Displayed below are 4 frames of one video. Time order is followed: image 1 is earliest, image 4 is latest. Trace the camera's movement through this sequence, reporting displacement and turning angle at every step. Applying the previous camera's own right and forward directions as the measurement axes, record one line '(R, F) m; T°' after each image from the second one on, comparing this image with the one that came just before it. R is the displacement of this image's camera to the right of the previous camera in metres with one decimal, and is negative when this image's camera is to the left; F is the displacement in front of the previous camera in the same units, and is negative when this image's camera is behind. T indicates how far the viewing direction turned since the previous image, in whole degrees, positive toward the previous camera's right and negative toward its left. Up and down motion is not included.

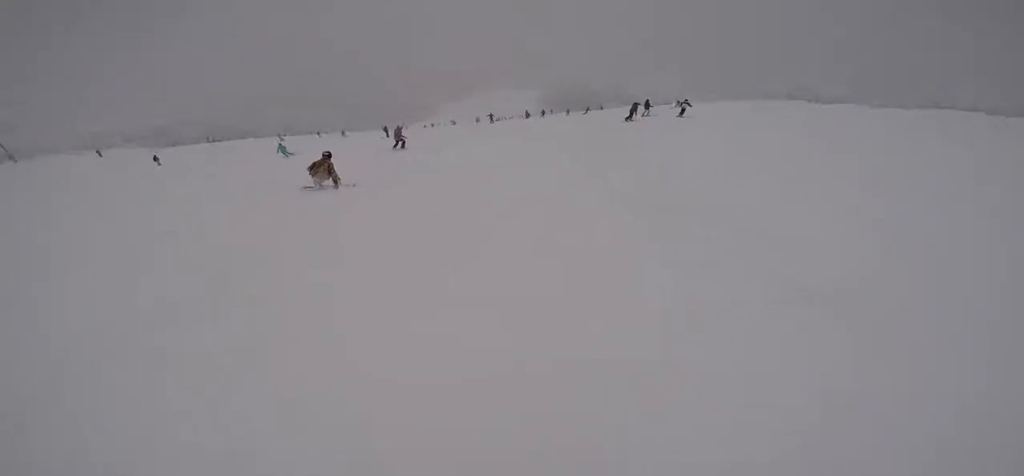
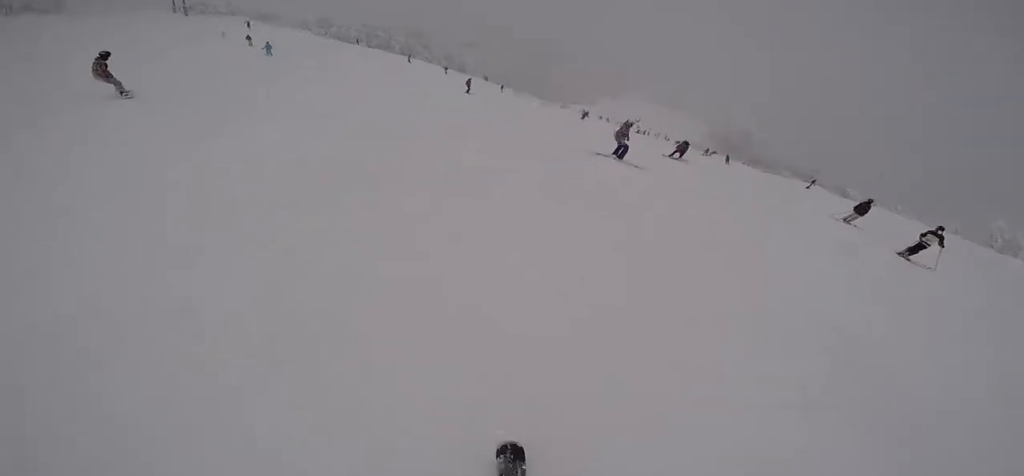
(+5.7, +10.9) m; -15°
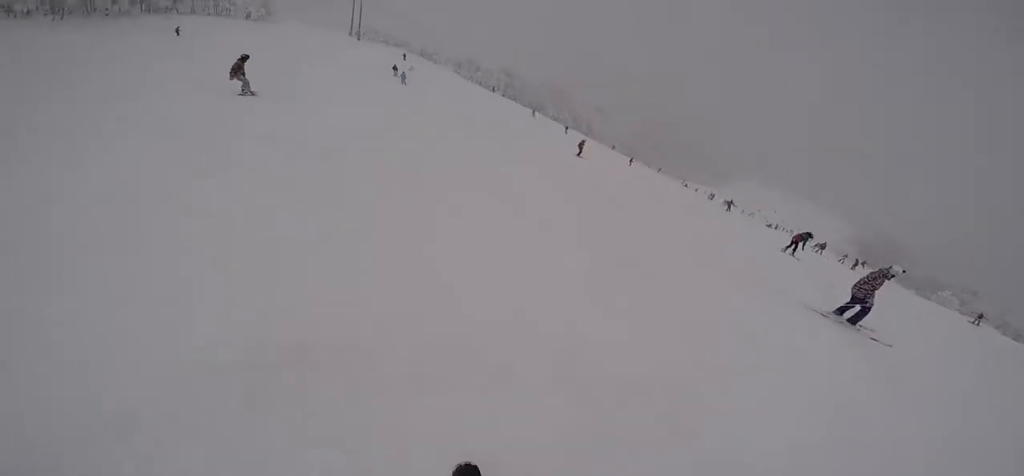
(-1.0, +3.3) m; -23°
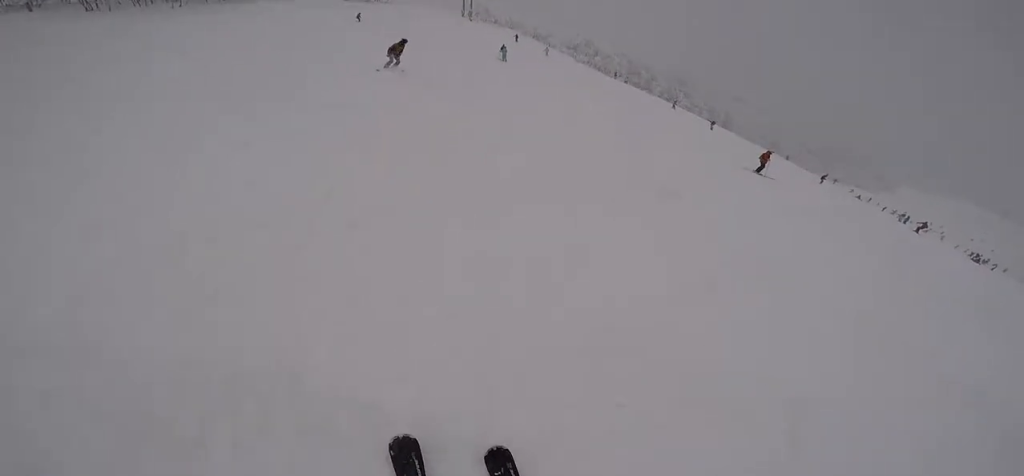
(-2.5, +7.3) m; -18°
